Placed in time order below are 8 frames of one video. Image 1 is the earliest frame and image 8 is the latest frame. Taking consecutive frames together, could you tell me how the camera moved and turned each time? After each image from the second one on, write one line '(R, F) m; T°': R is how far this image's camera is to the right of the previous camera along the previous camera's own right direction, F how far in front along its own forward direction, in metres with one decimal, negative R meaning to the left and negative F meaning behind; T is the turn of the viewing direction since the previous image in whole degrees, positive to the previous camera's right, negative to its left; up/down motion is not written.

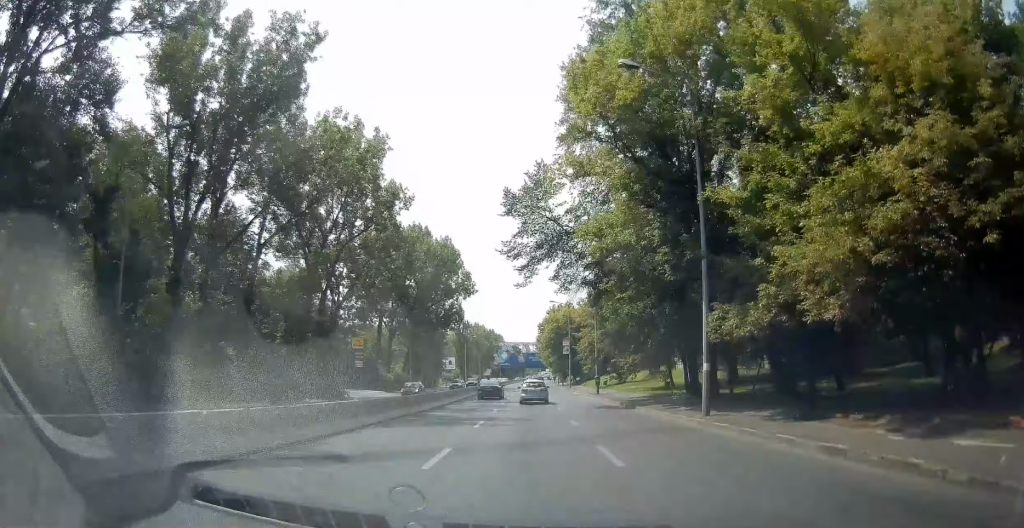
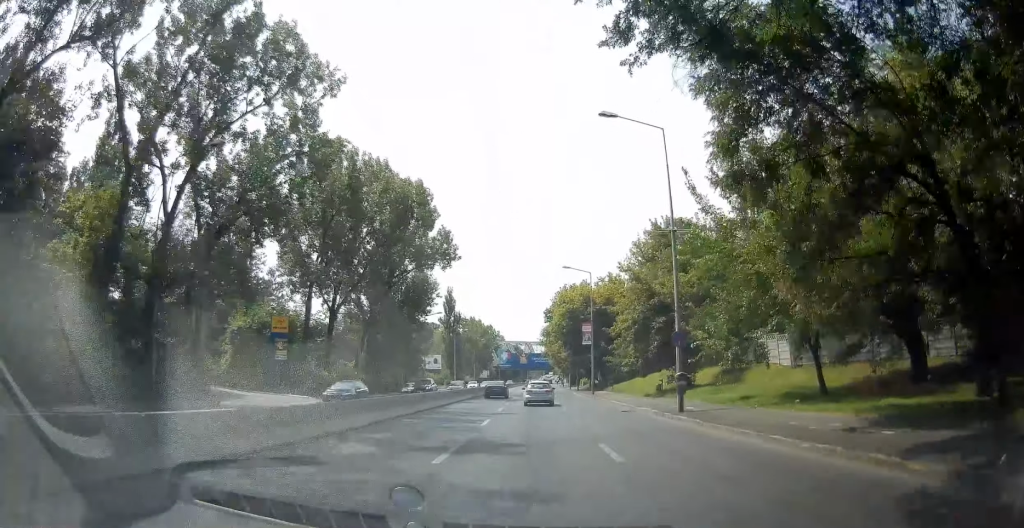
(+1.5, +24.9) m; -1°
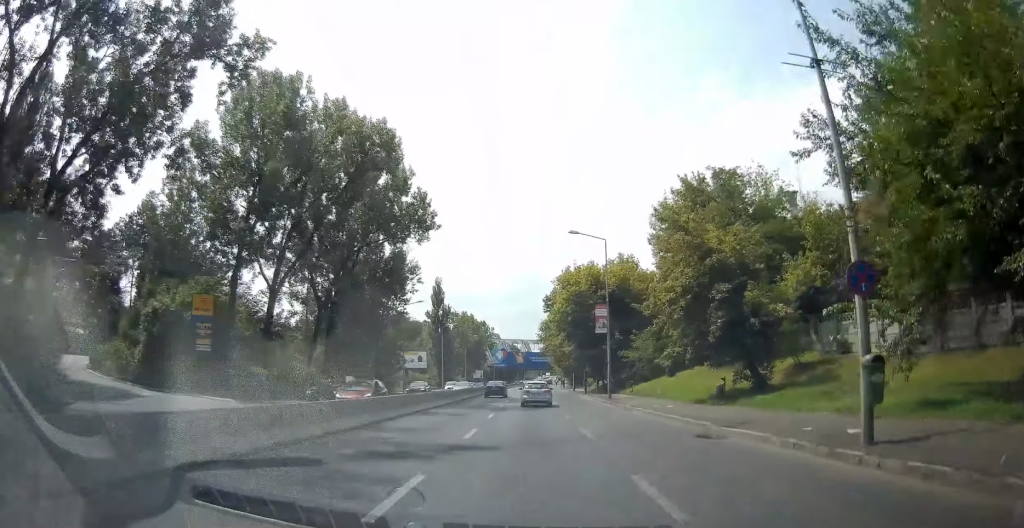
(-1.3, +12.8) m; -4°
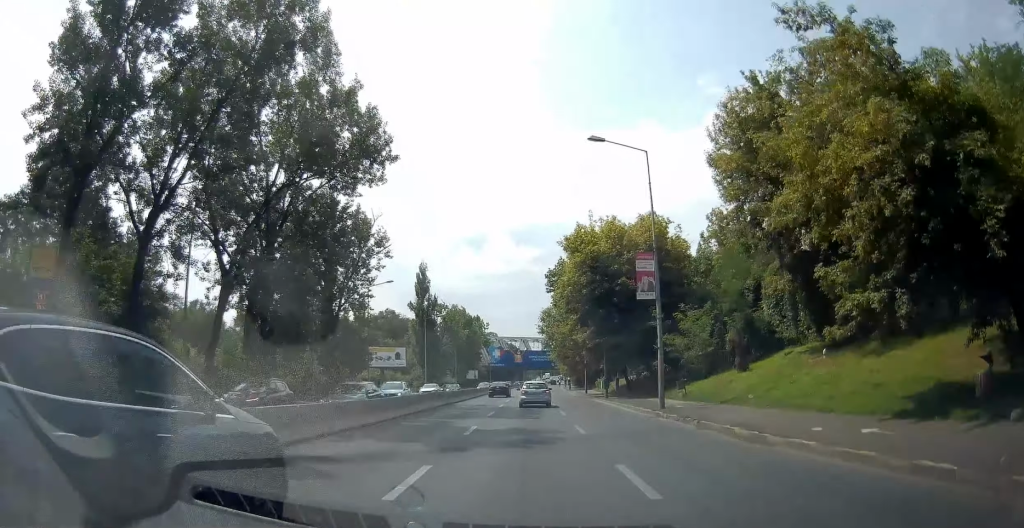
(+0.5, +17.4) m; 0°
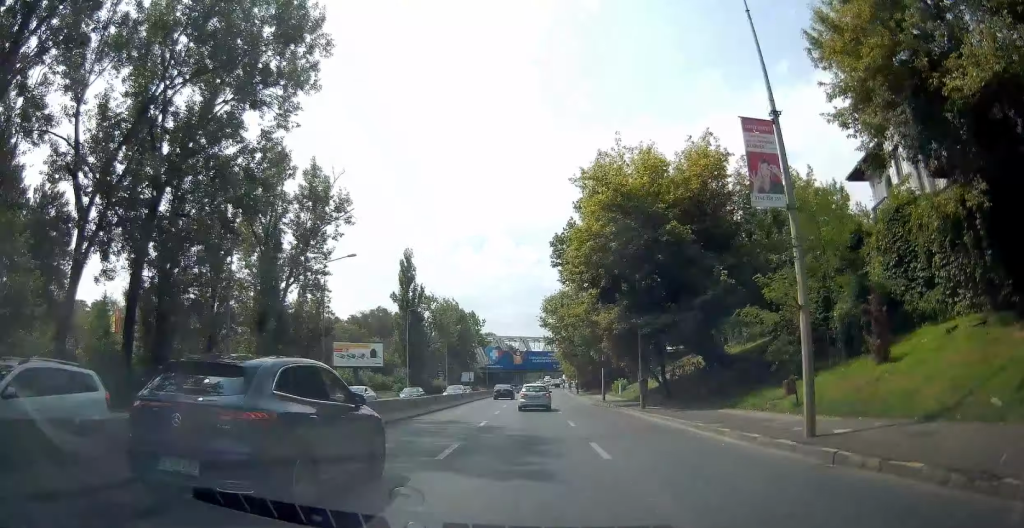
(-0.4, +13.2) m; +1°
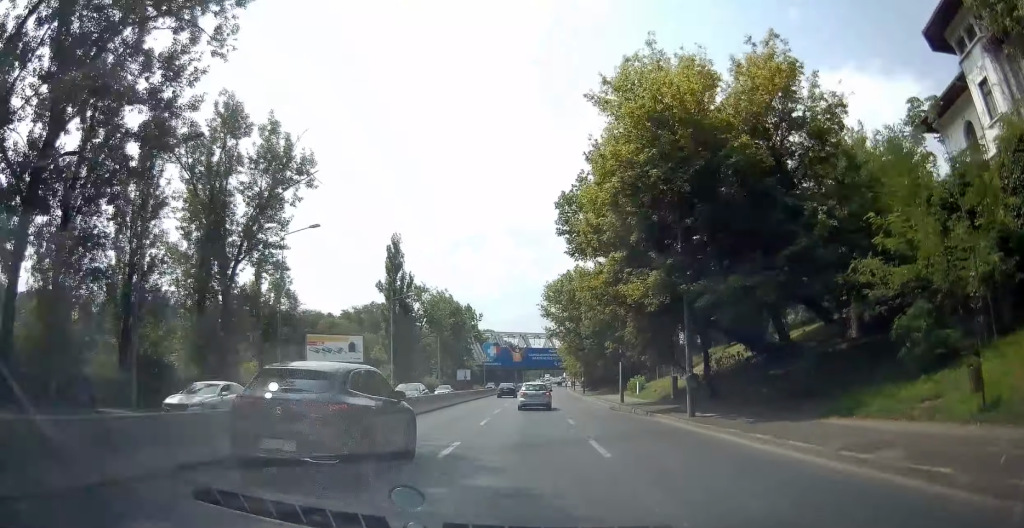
(0.0, +8.7) m; 0°
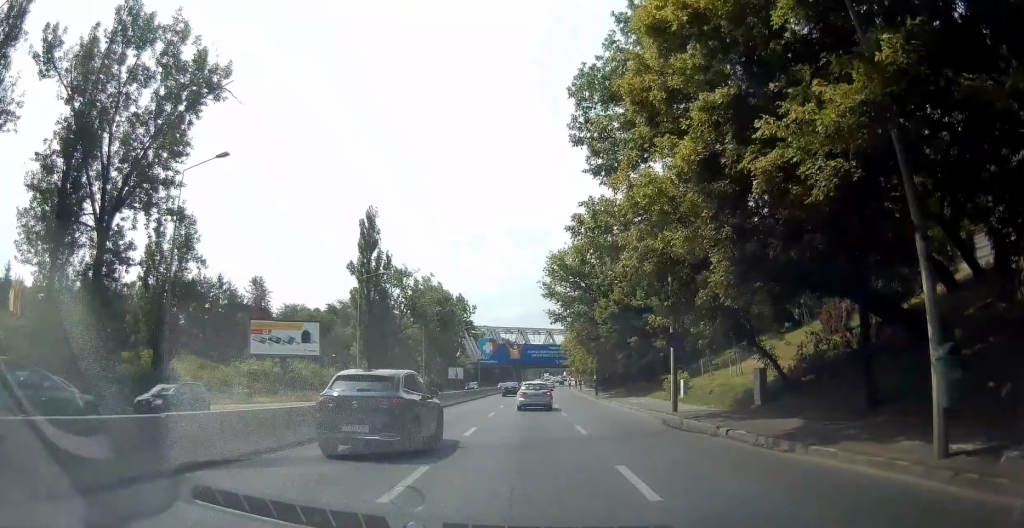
(+1.0, +13.0) m; -1°
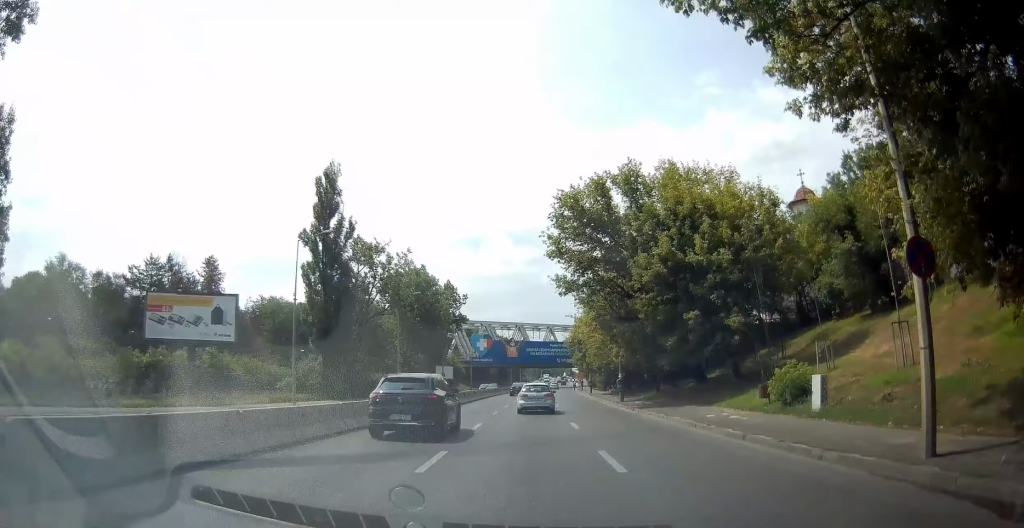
(-1.2, +14.4) m; -1°
